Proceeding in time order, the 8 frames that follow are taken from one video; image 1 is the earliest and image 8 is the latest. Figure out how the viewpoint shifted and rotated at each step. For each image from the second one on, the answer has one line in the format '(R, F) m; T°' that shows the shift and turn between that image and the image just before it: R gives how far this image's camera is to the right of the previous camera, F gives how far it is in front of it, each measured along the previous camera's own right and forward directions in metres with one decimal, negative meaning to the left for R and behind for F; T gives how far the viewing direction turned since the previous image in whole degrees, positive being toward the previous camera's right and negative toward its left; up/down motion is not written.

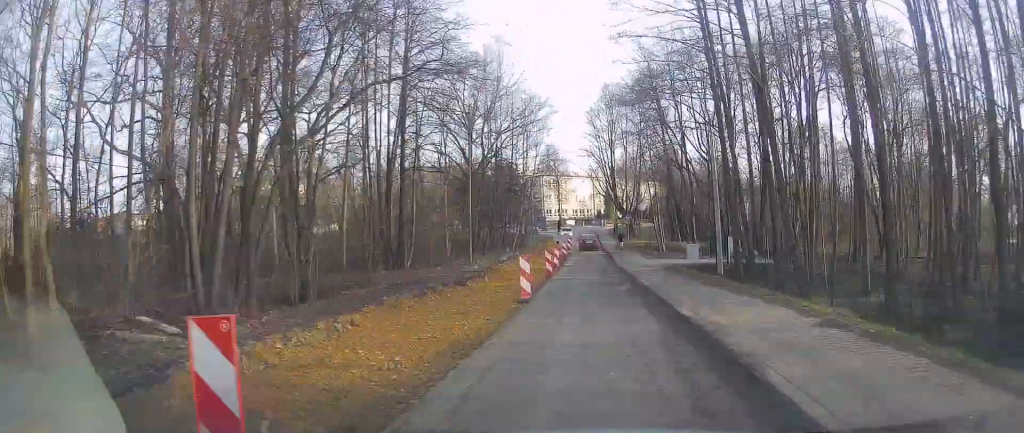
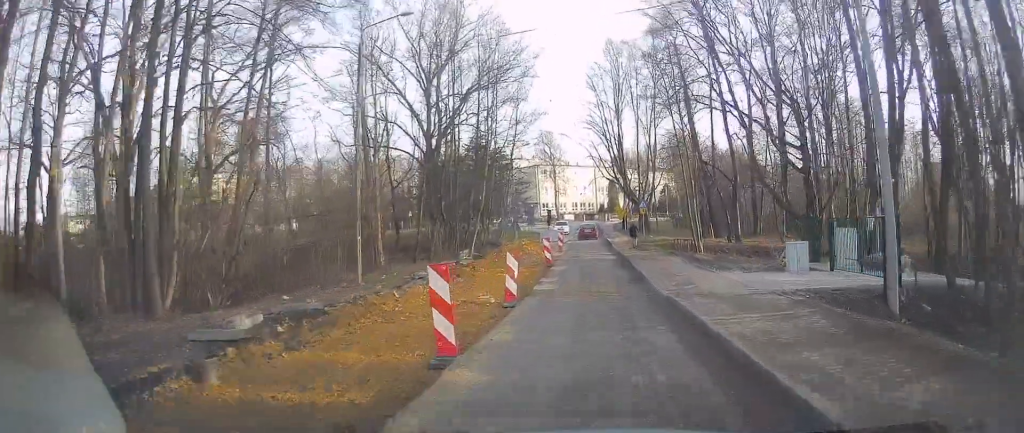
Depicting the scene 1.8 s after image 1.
(-0.2, +17.1) m; -1°
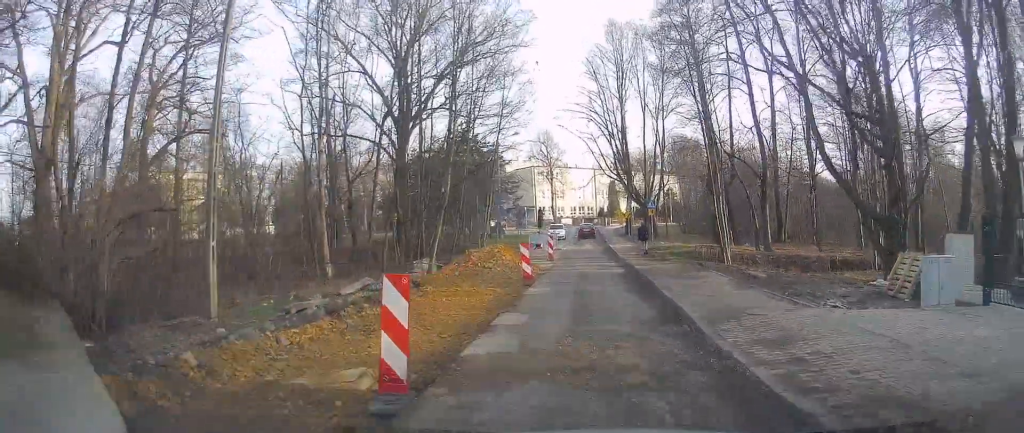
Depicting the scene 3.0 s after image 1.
(-0.1, +8.3) m; -1°
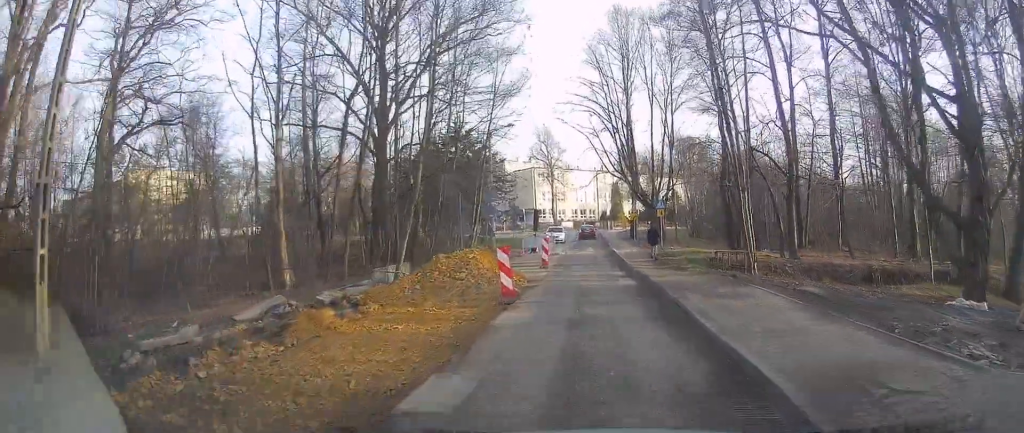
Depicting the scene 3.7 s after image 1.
(0.0, +4.8) m; 0°
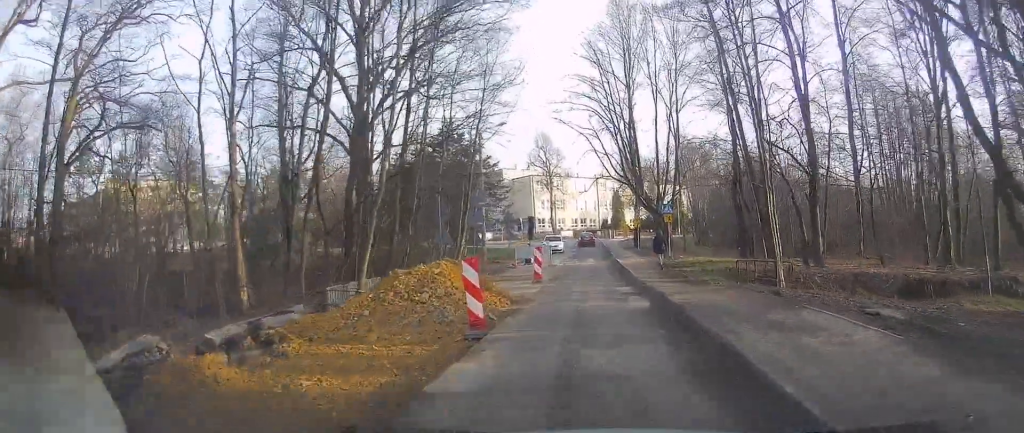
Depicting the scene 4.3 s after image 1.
(0.0, +3.6) m; 0°
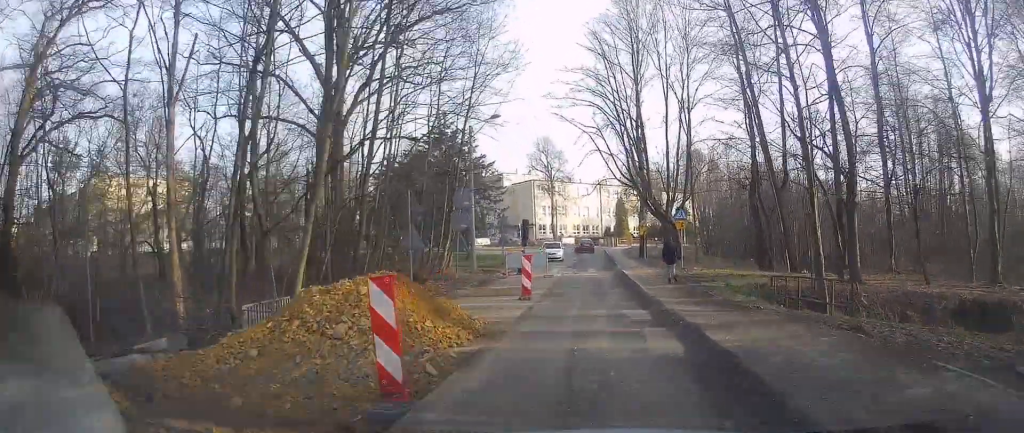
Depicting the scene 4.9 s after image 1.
(0.0, +3.9) m; 0°
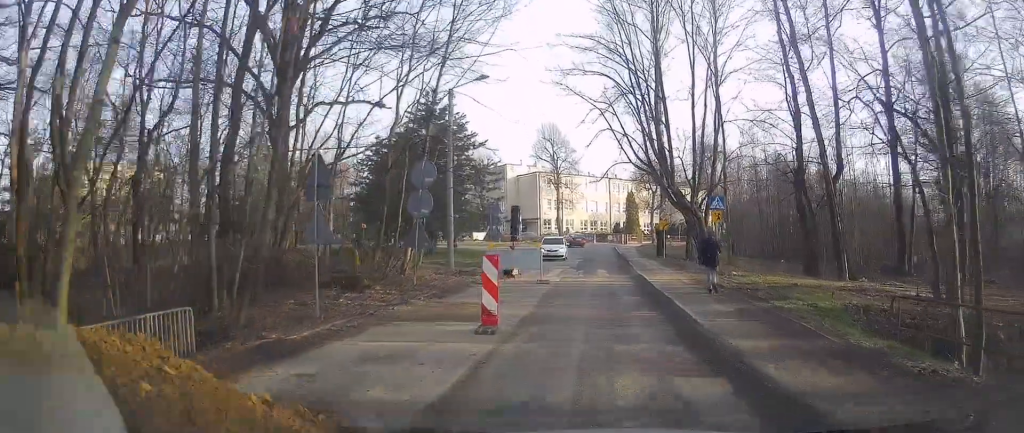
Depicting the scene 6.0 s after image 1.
(0.0, +6.7) m; 0°
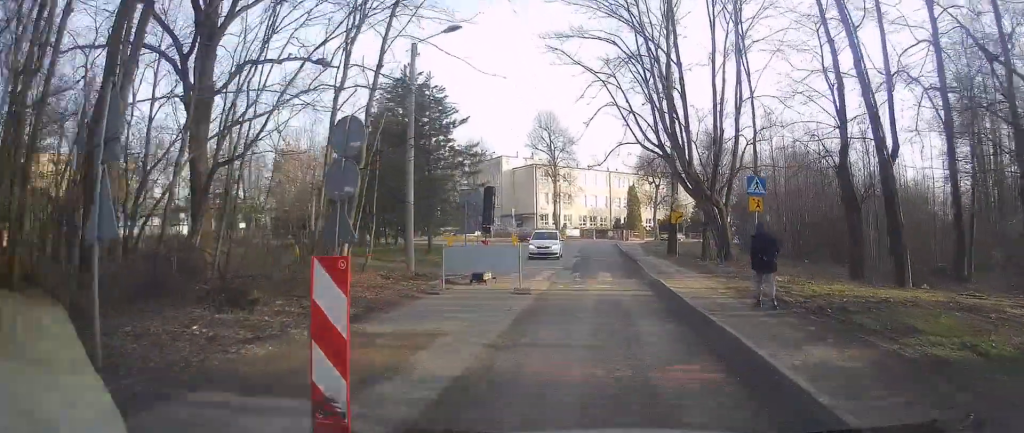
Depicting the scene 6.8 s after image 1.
(0.0, +5.7) m; -1°
